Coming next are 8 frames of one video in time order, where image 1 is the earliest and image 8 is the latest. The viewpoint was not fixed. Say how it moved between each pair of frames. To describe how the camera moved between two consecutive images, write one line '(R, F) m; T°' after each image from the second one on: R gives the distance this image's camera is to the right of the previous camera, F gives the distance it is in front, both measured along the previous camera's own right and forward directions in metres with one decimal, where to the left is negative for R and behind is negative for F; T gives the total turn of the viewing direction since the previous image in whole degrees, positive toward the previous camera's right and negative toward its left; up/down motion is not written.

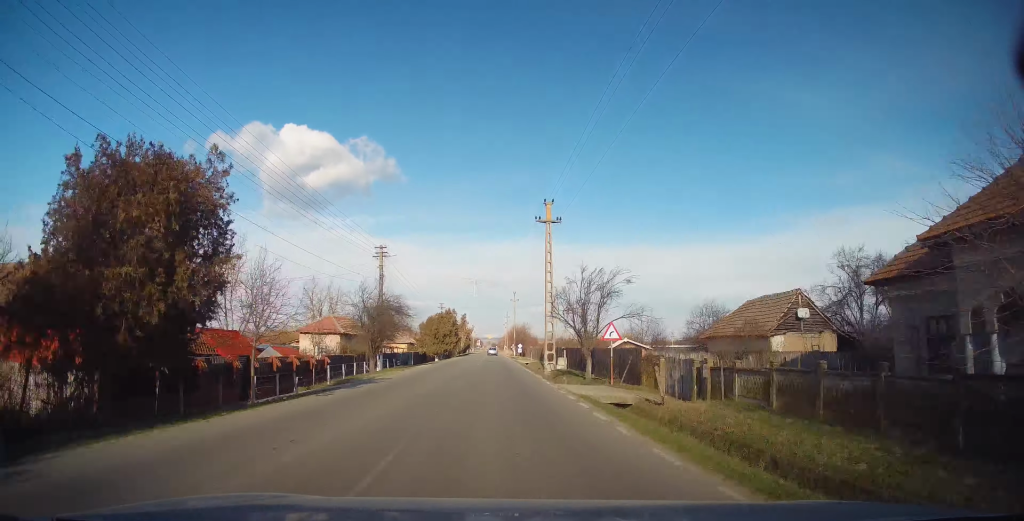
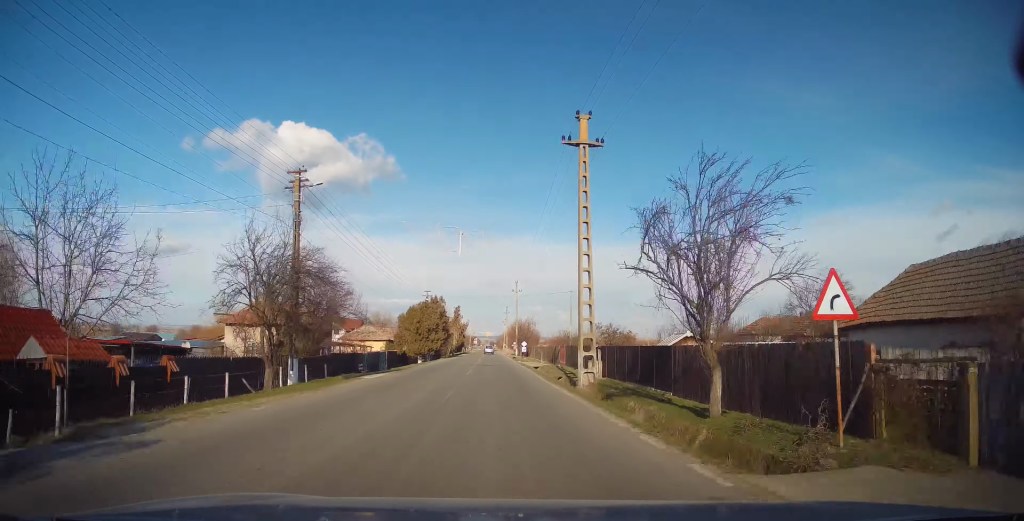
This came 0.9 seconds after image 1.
(+0.1, +14.9) m; +1°
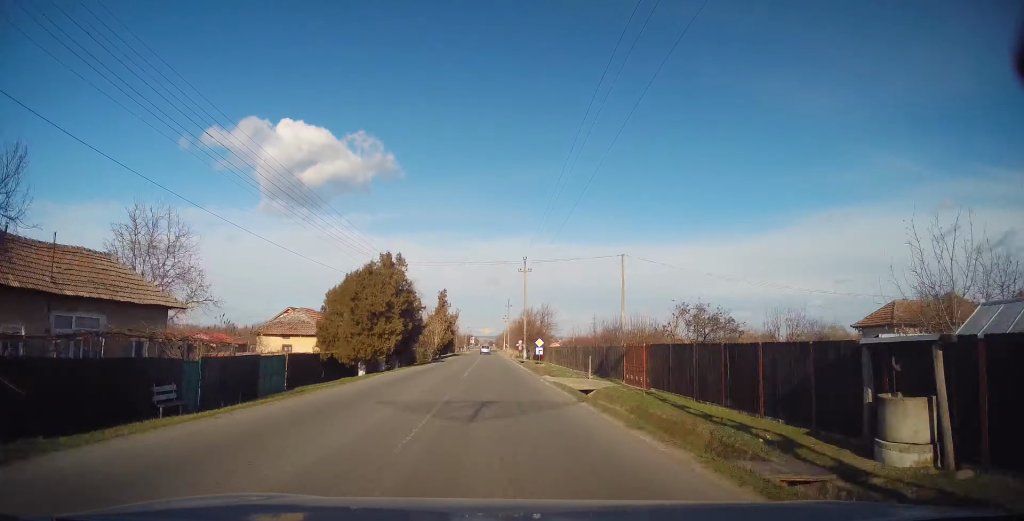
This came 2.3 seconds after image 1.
(+0.2, +24.3) m; +1°
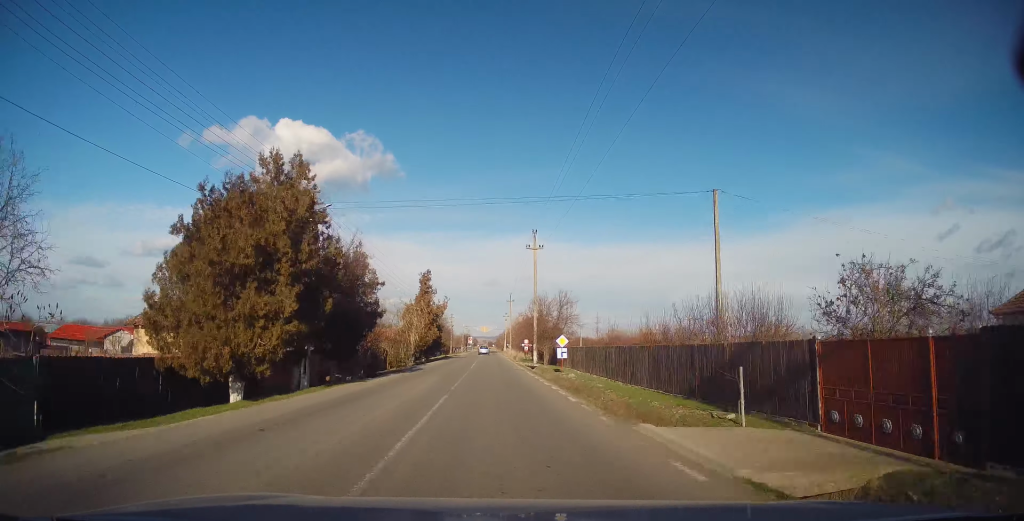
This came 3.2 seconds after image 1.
(0.0, +15.8) m; 0°
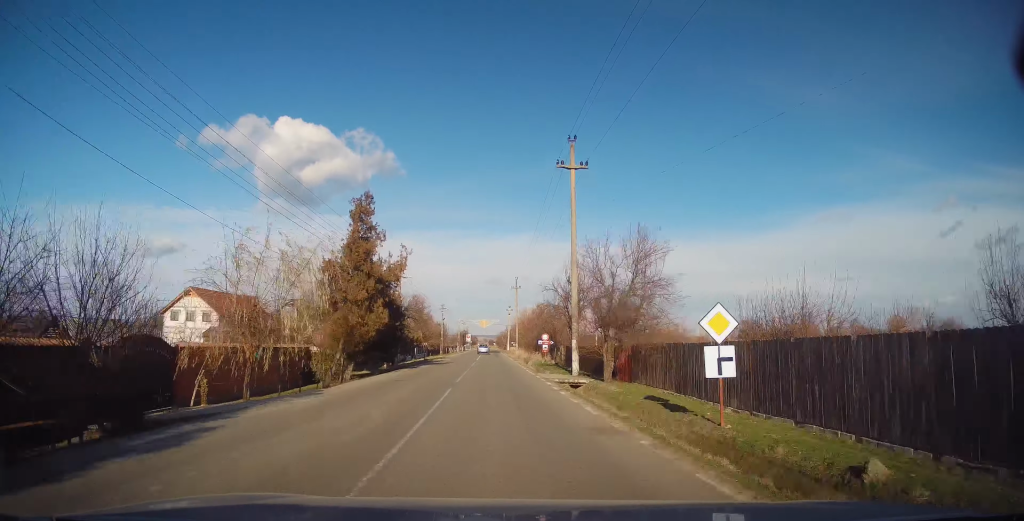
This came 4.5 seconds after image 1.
(0.0, +22.5) m; 0°
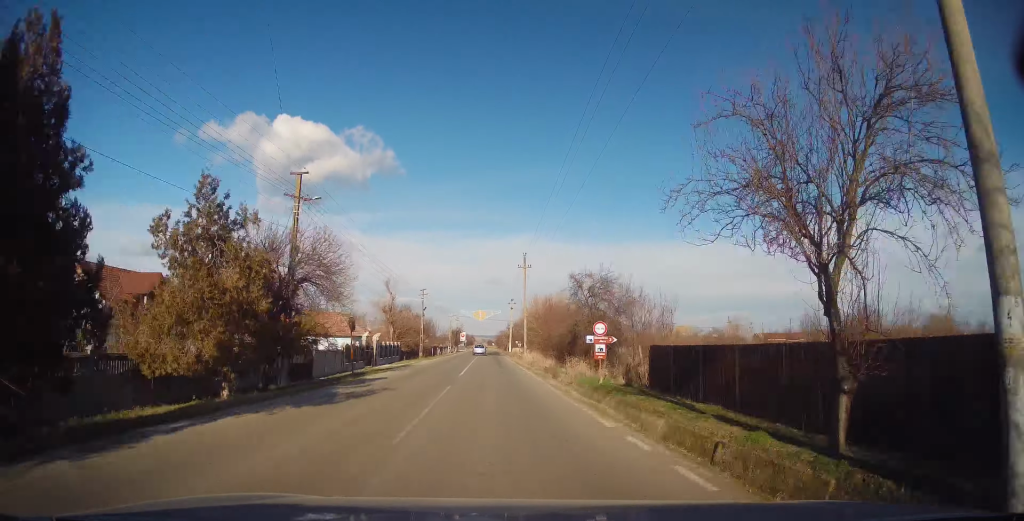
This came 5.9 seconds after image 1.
(0.0, +24.1) m; -1°
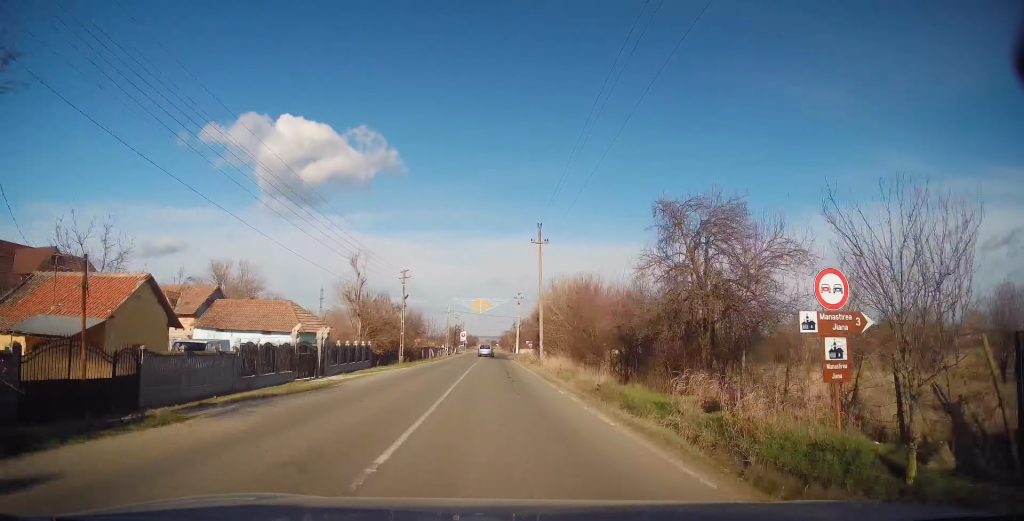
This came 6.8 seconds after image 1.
(-0.2, +15.7) m; 0°
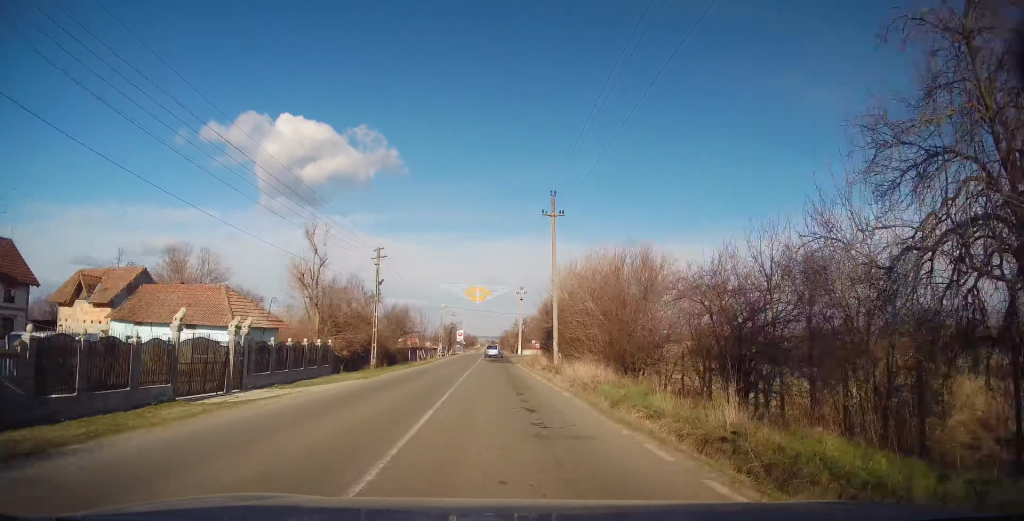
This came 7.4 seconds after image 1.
(-0.2, +11.1) m; 0°
